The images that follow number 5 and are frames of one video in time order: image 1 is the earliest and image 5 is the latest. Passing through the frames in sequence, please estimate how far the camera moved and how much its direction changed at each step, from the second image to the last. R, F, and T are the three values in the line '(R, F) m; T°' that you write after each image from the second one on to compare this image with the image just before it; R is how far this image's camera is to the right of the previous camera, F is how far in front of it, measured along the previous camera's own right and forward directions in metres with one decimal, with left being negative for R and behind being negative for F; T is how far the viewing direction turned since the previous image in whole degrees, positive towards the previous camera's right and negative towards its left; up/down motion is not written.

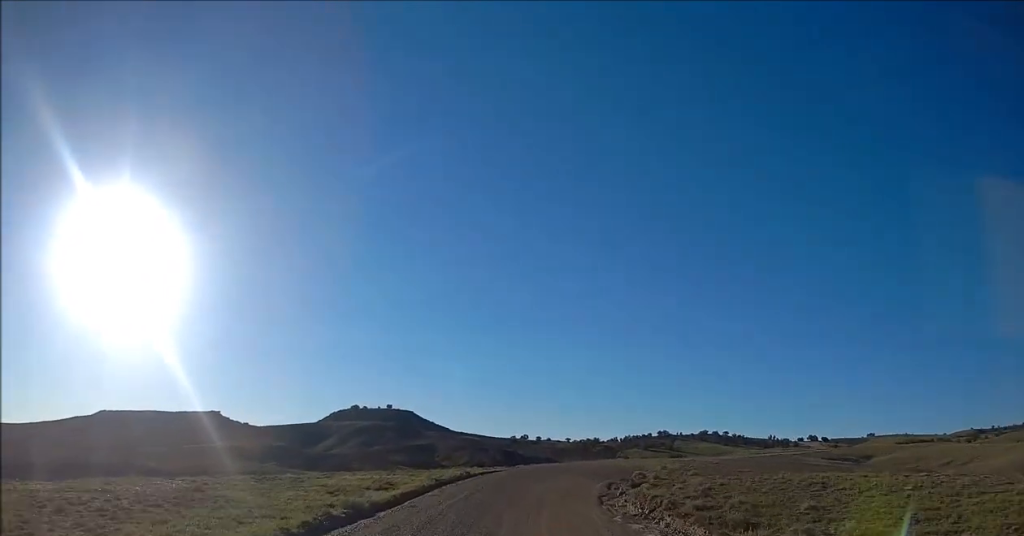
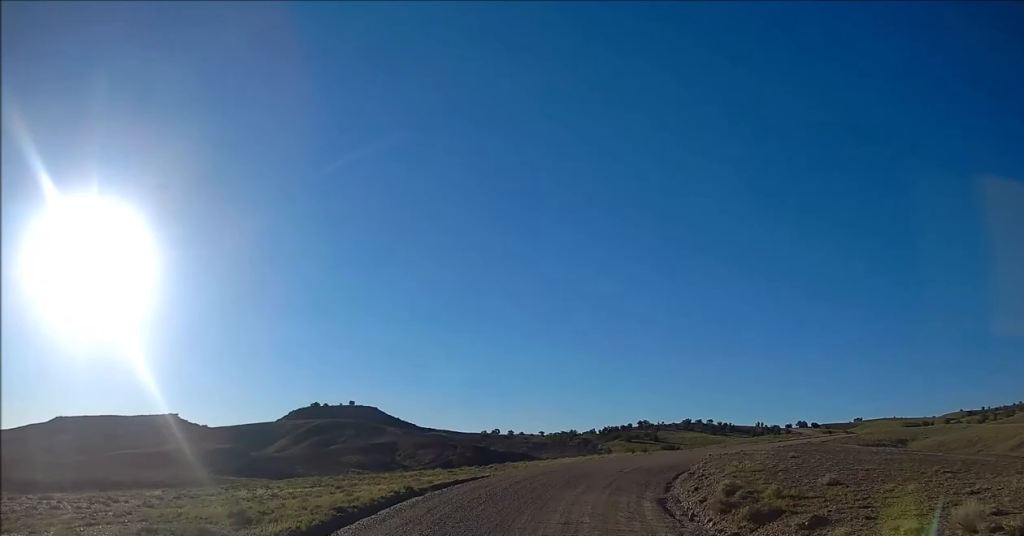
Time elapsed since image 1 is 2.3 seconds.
(+0.5, +18.5) m; +5°
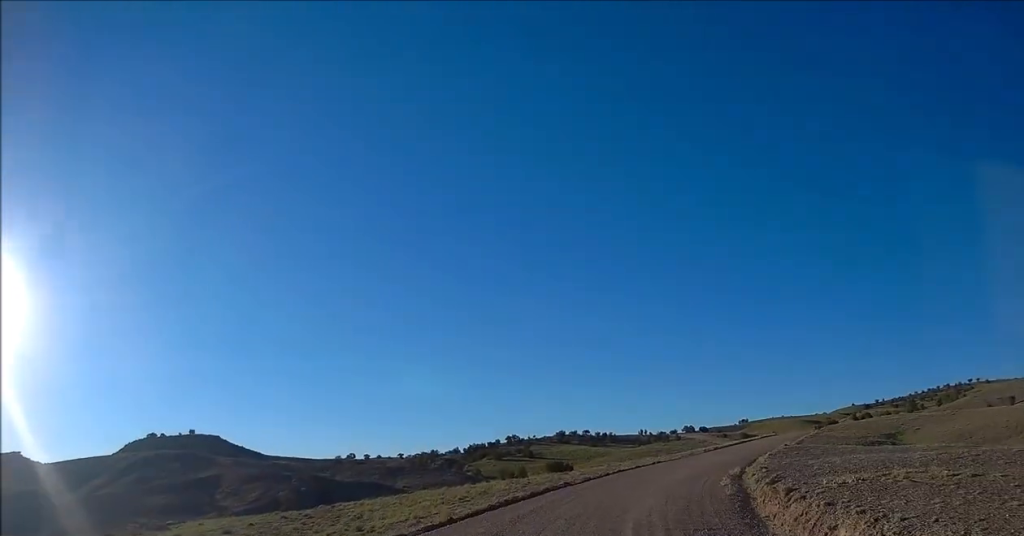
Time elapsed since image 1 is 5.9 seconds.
(+2.5, +25.0) m; +20°
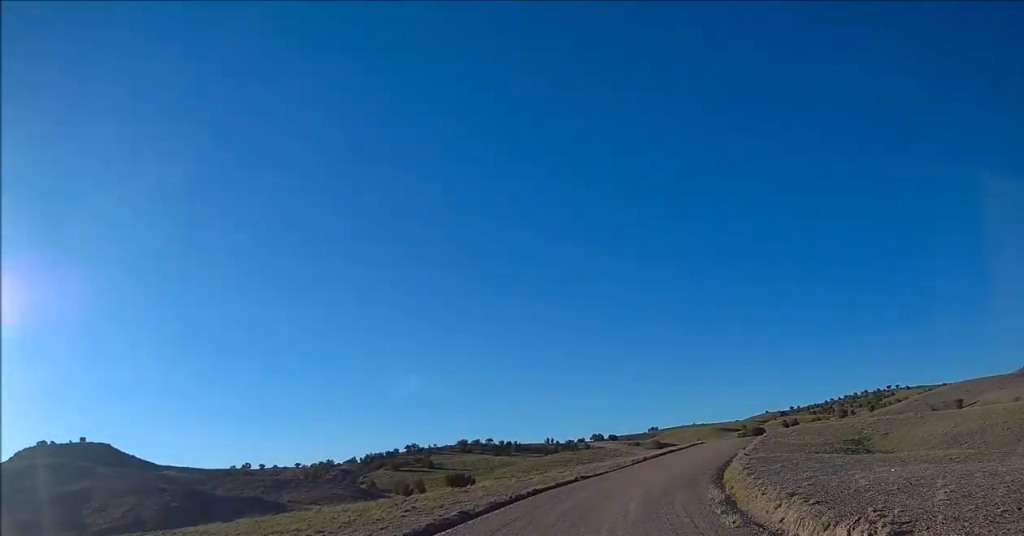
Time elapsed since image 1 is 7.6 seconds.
(+1.8, +10.3) m; +12°
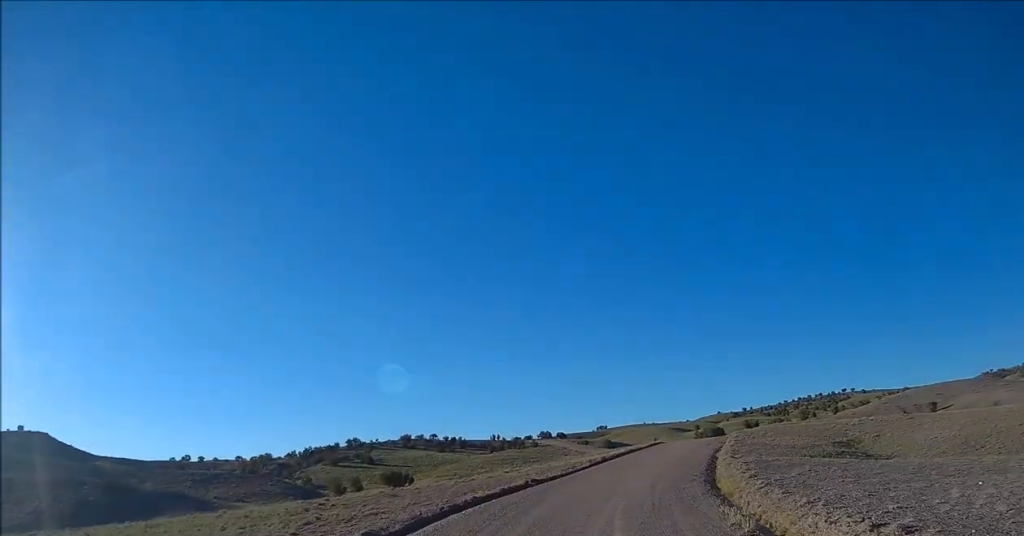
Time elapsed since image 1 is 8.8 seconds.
(+0.1, +7.8) m; +1°
